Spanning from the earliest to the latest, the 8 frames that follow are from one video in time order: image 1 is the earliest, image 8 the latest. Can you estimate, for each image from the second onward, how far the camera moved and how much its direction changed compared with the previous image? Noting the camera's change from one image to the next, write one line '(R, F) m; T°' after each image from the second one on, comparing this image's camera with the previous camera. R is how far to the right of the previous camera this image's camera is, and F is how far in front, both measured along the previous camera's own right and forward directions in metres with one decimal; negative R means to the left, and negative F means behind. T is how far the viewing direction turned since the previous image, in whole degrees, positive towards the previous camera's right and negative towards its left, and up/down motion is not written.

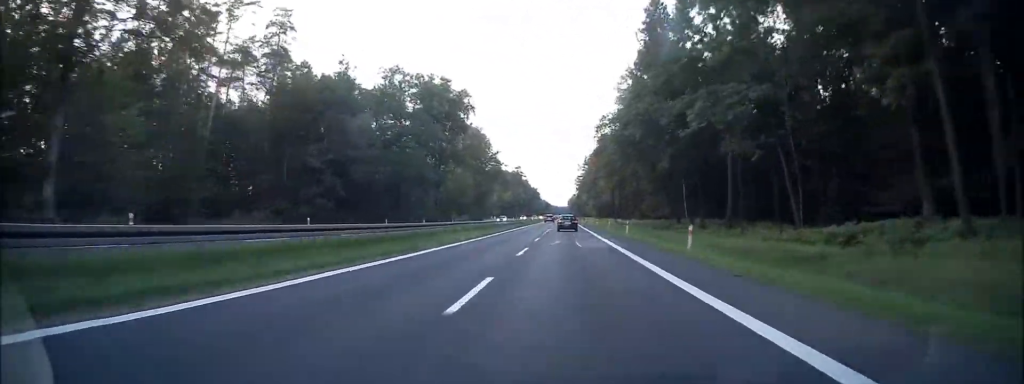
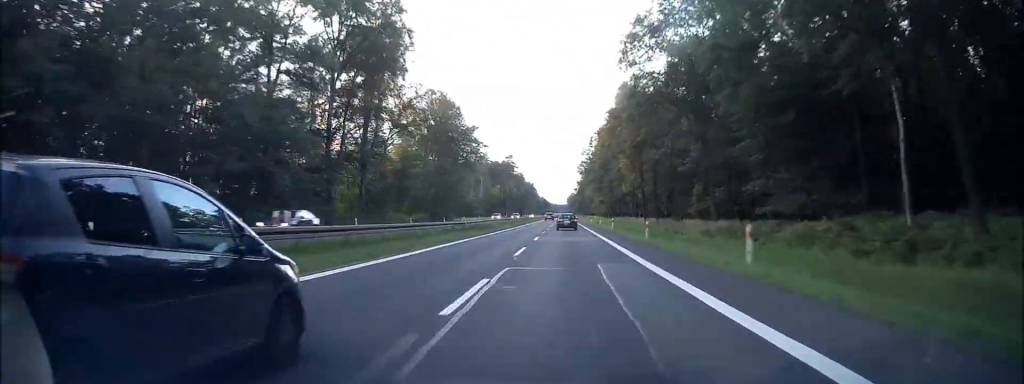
(+0.2, +47.2) m; +1°
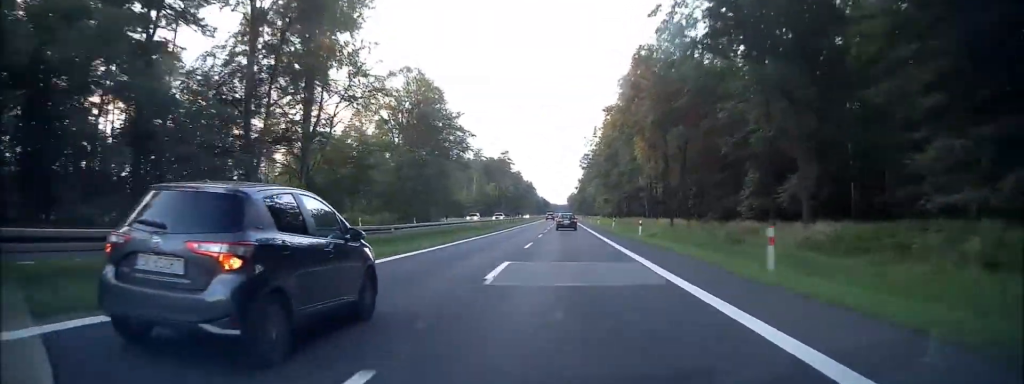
(+0.1, +19.1) m; 0°
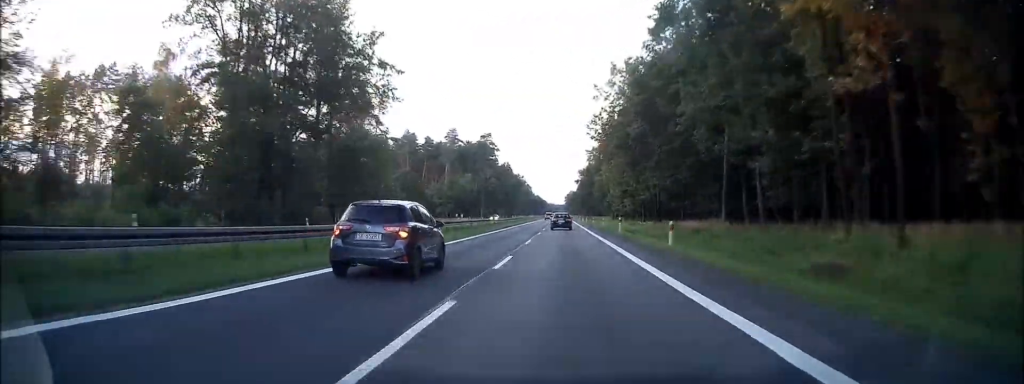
(-0.1, +52.3) m; 0°
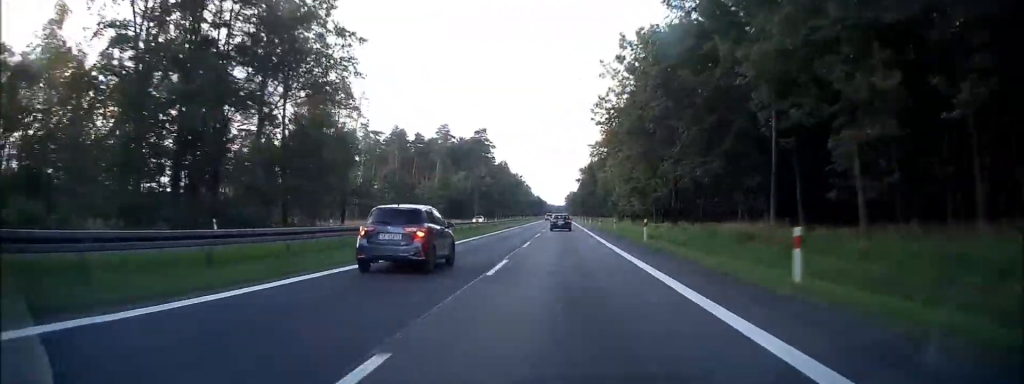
(0.0, +13.1) m; 0°
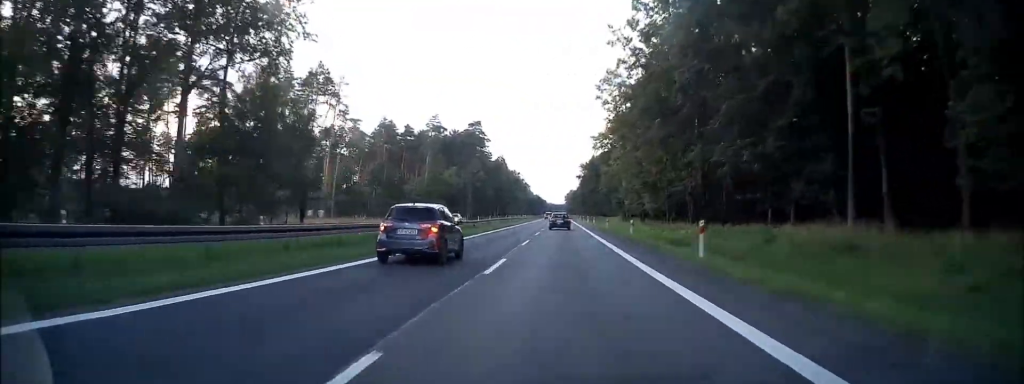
(0.0, +12.1) m; 0°
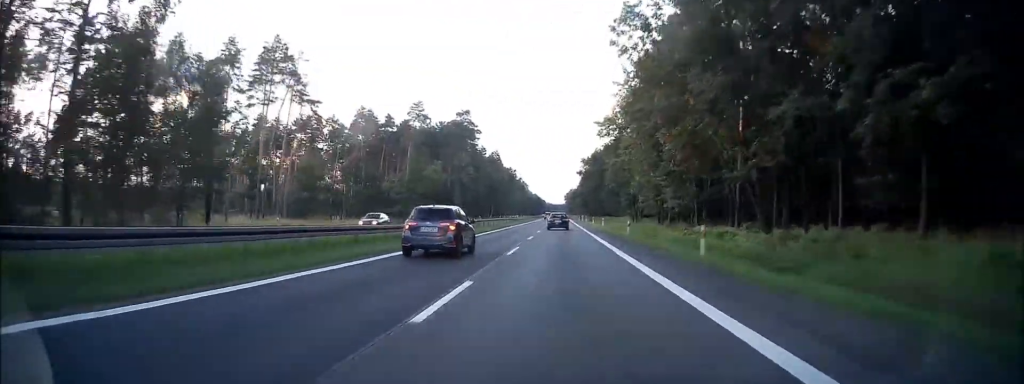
(0.0, +18.2) m; 0°
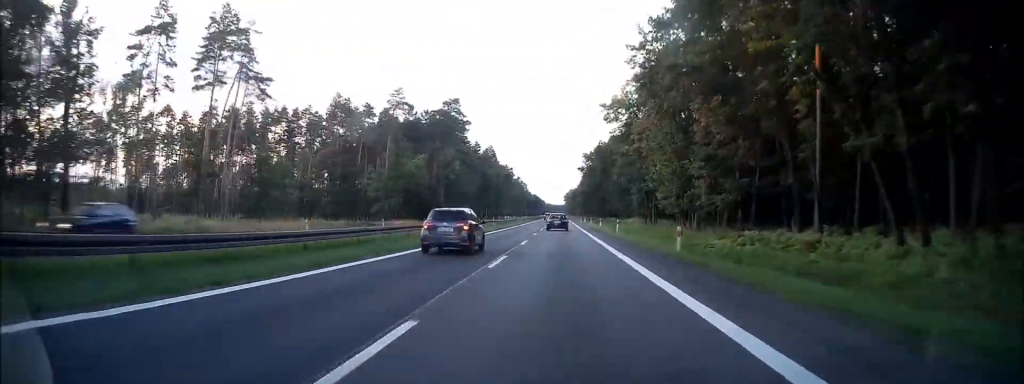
(0.0, +16.2) m; 0°
